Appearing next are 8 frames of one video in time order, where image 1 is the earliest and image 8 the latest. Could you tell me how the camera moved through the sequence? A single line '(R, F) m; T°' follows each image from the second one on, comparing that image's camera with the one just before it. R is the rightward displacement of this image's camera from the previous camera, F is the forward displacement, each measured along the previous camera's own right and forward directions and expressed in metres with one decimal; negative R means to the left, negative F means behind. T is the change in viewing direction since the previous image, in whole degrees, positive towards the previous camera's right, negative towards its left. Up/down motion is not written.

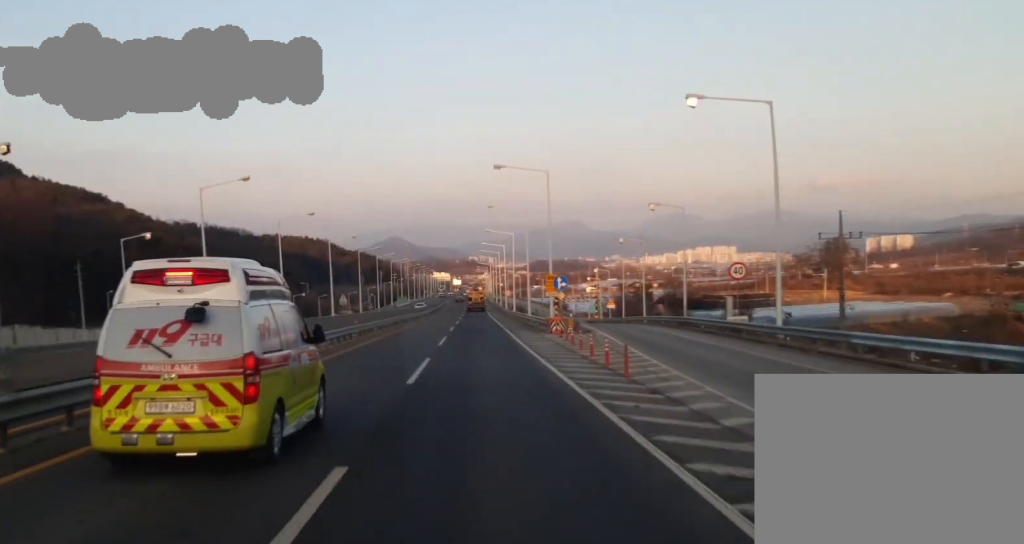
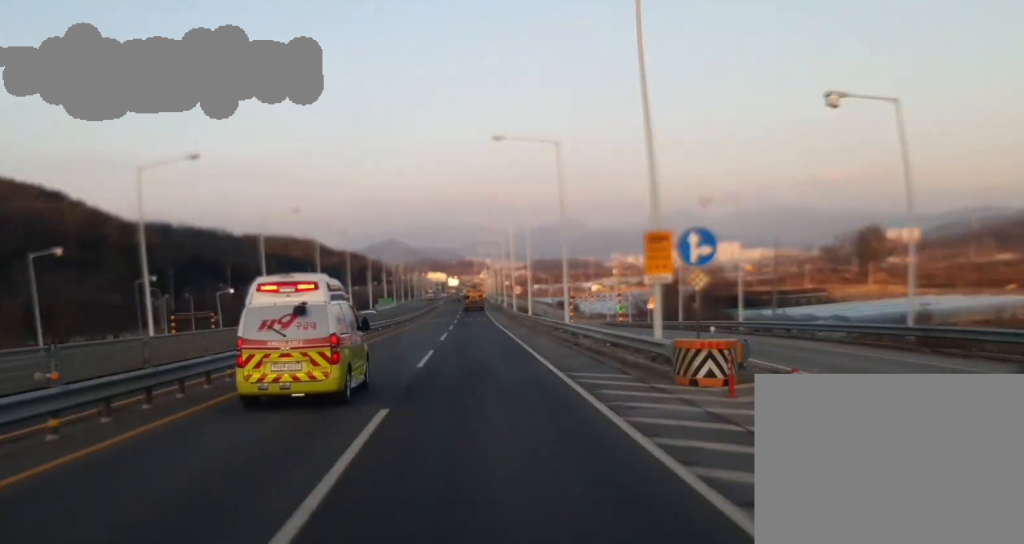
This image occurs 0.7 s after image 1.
(-0.3, +33.3) m; 0°
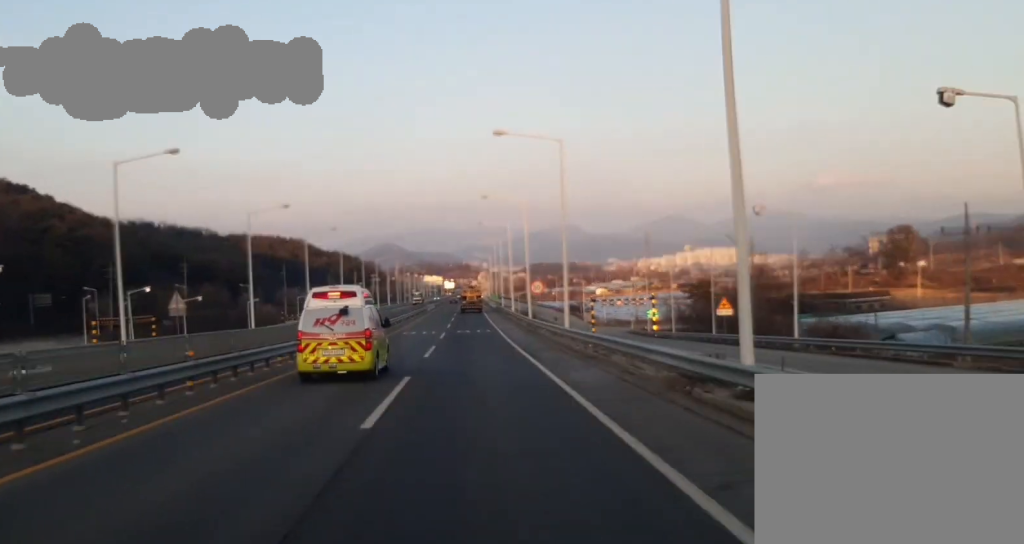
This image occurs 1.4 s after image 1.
(0.0, +33.3) m; 0°
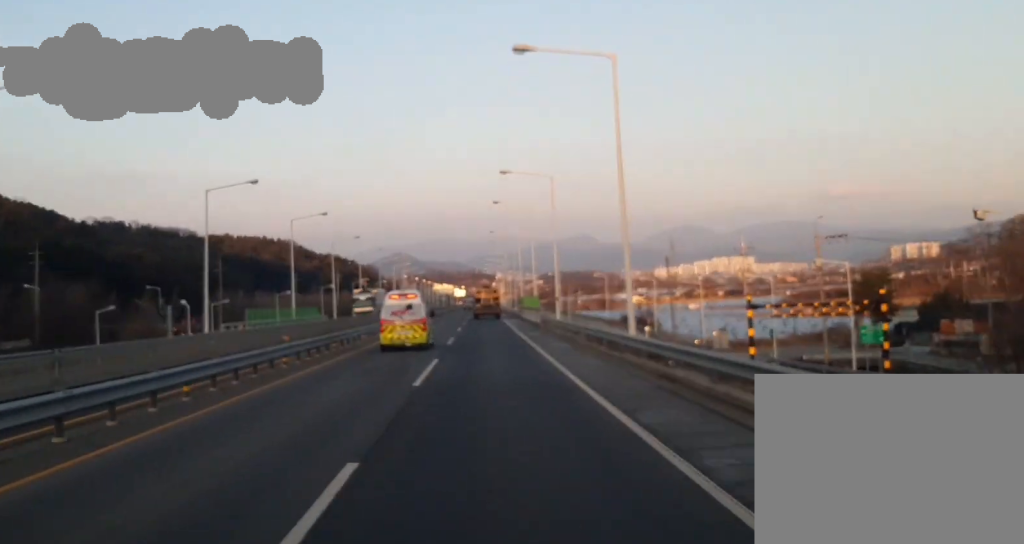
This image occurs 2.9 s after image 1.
(-0.6, +71.2) m; -1°
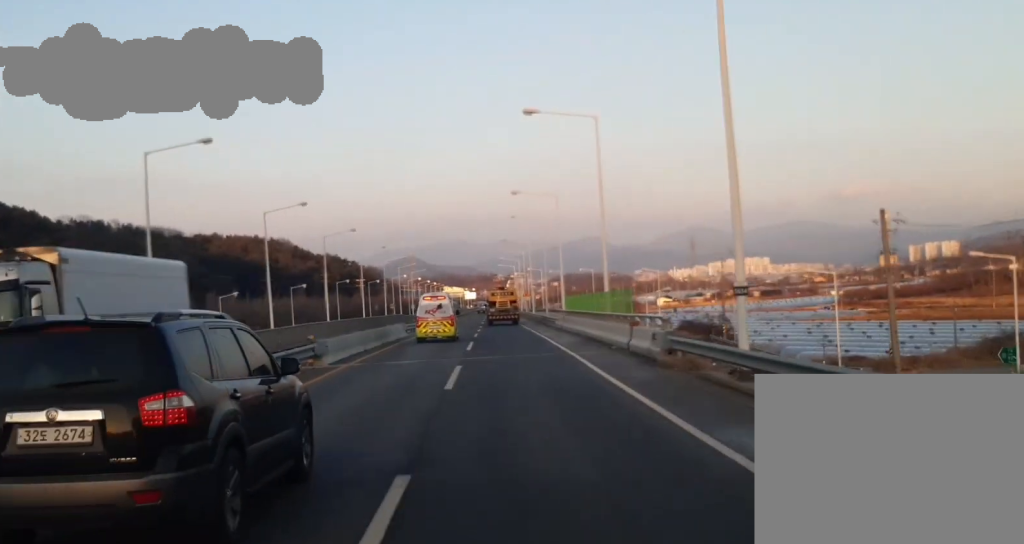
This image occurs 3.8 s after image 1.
(-0.1, +40.9) m; 0°
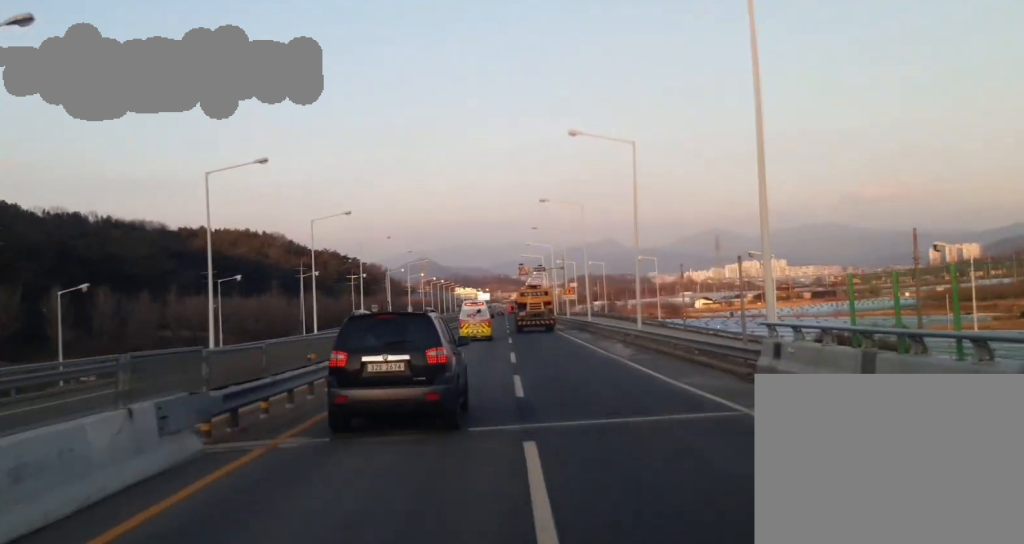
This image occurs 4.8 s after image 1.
(0.0, +47.1) m; 0°
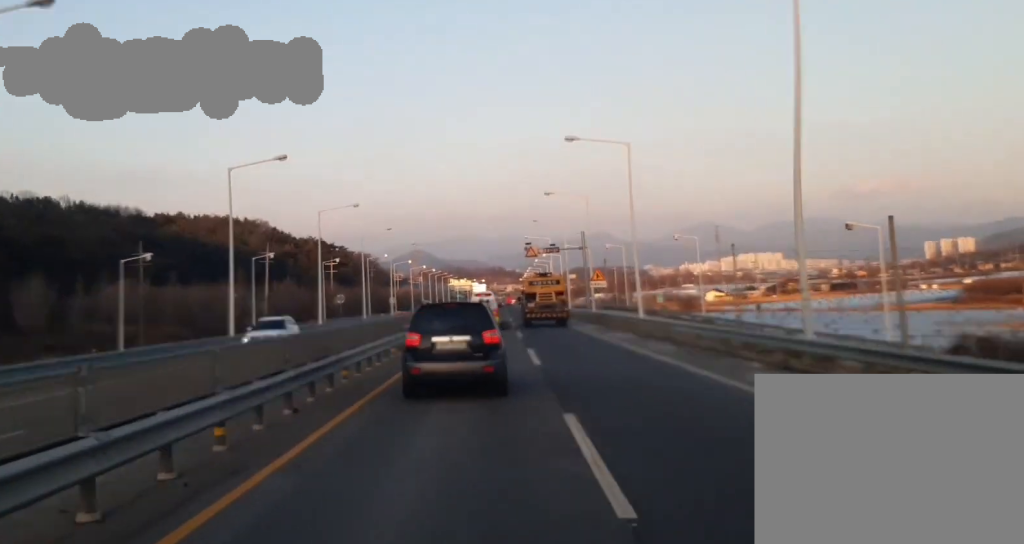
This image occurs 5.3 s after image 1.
(0.0, +25.1) m; 0°
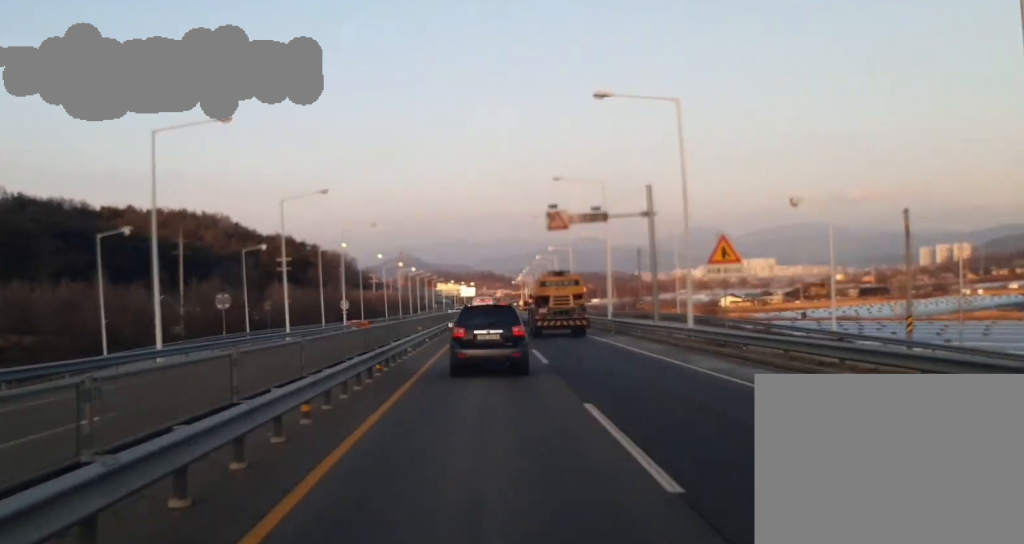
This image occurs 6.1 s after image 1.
(0.0, +37.5) m; 0°
